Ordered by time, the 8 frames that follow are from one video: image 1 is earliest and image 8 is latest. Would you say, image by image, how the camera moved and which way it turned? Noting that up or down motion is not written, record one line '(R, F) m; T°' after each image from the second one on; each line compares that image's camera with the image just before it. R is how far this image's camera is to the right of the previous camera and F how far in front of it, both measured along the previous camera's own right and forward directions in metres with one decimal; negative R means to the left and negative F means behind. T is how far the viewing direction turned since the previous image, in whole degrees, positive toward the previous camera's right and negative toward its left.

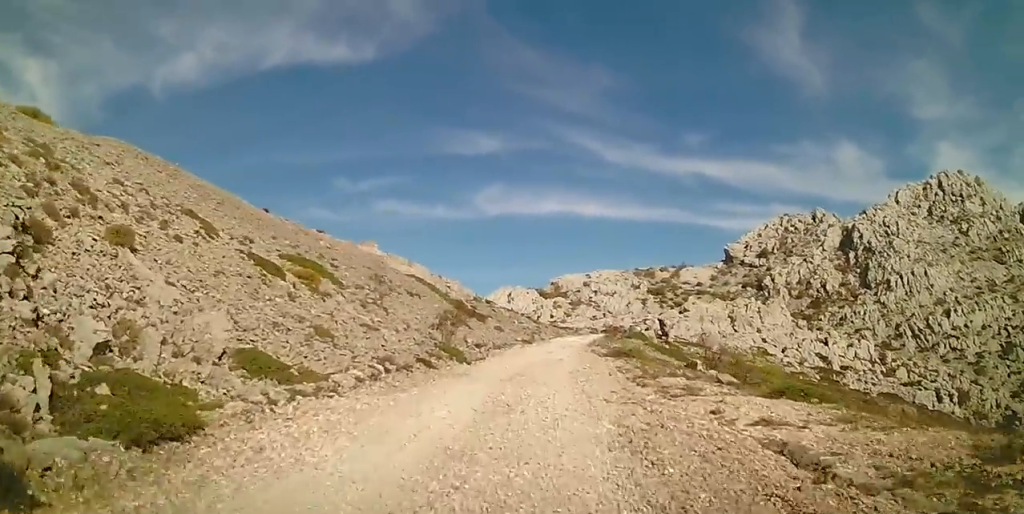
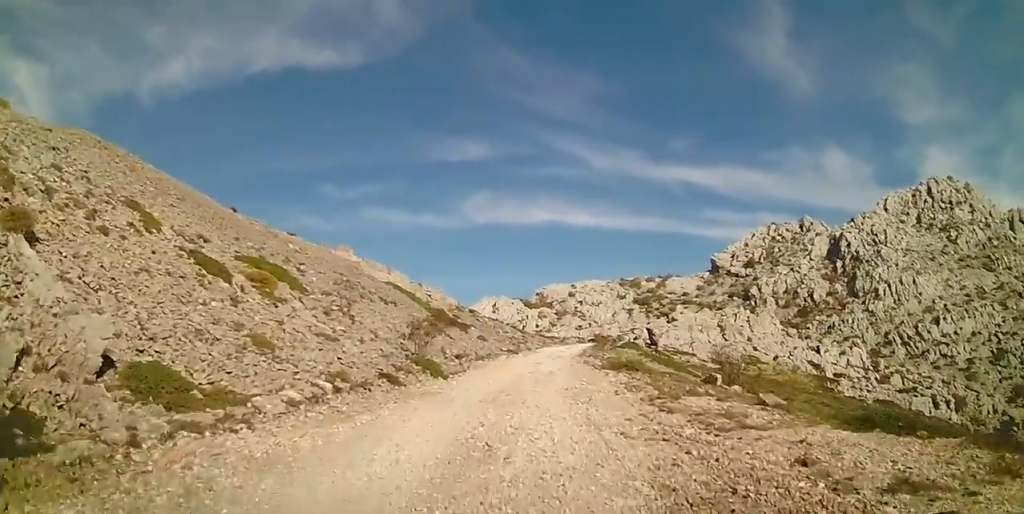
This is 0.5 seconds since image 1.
(-0.1, +2.7) m; +1°
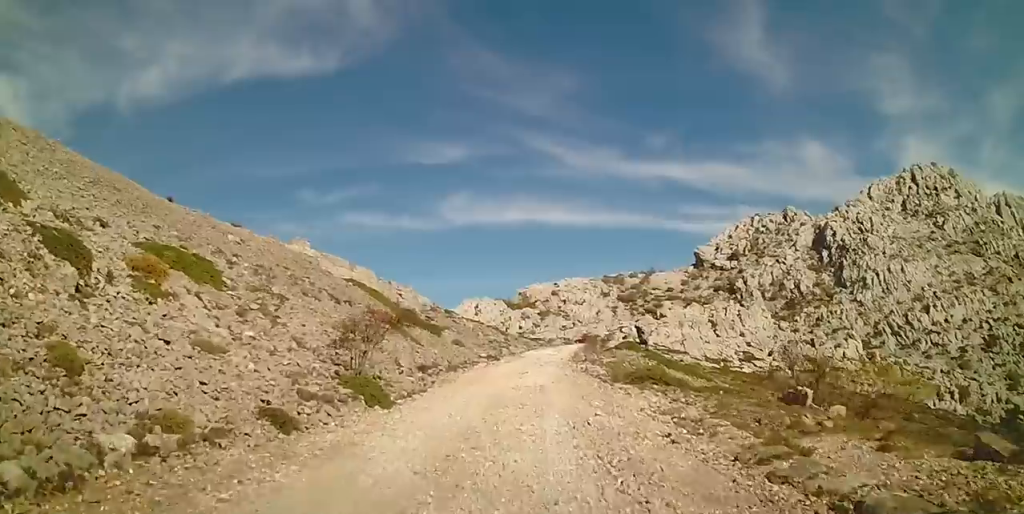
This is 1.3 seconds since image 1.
(+0.2, +5.4) m; +3°
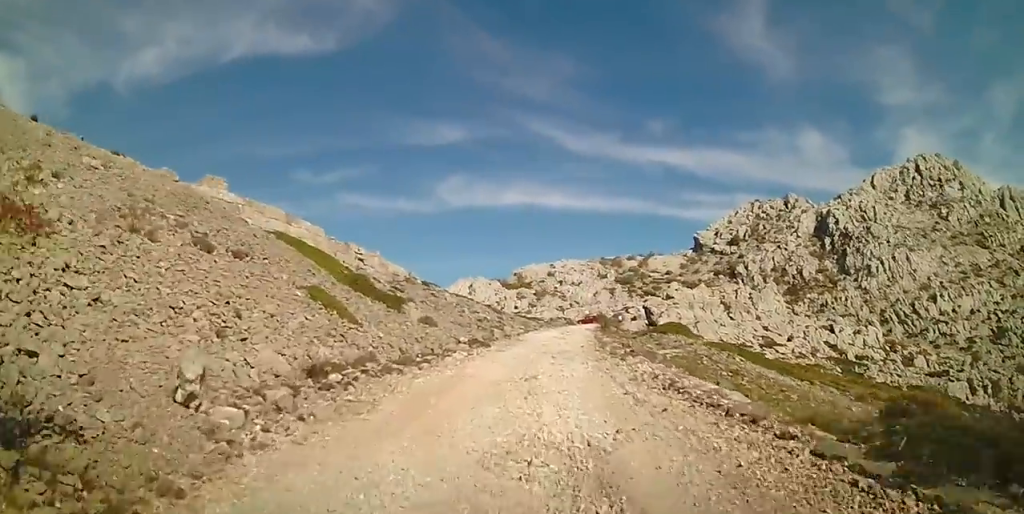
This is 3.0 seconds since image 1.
(-0.2, +10.6) m; -3°
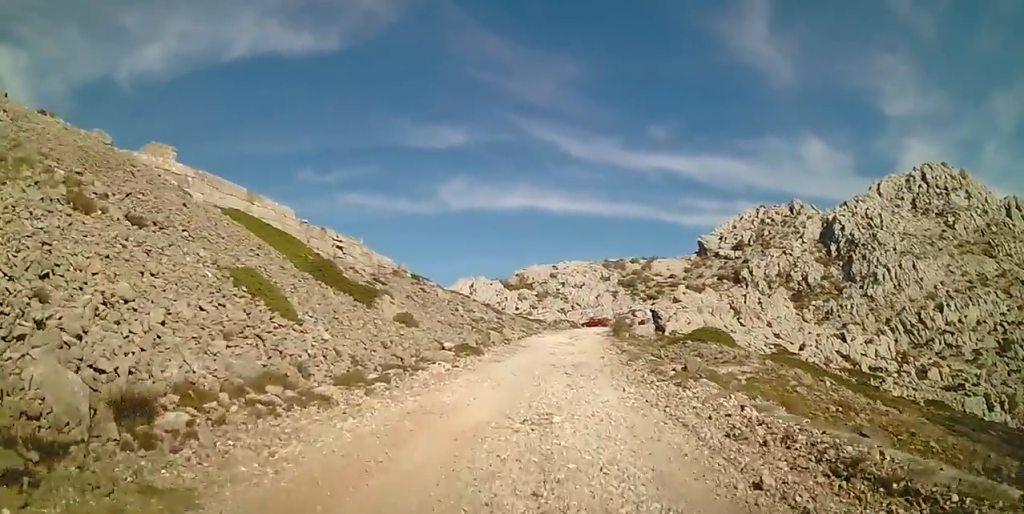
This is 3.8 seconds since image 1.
(-0.1, +4.7) m; +1°
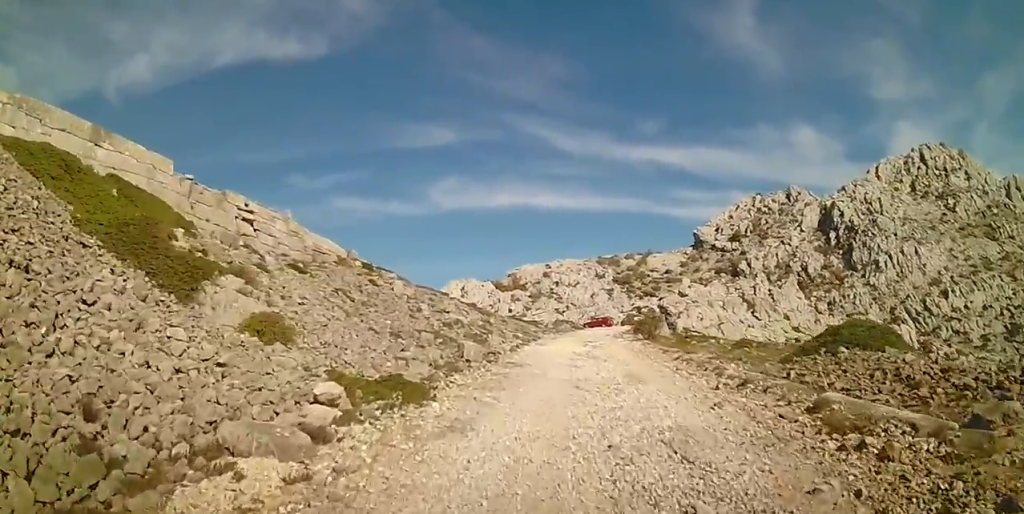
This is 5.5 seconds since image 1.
(+0.6, +9.9) m; 0°
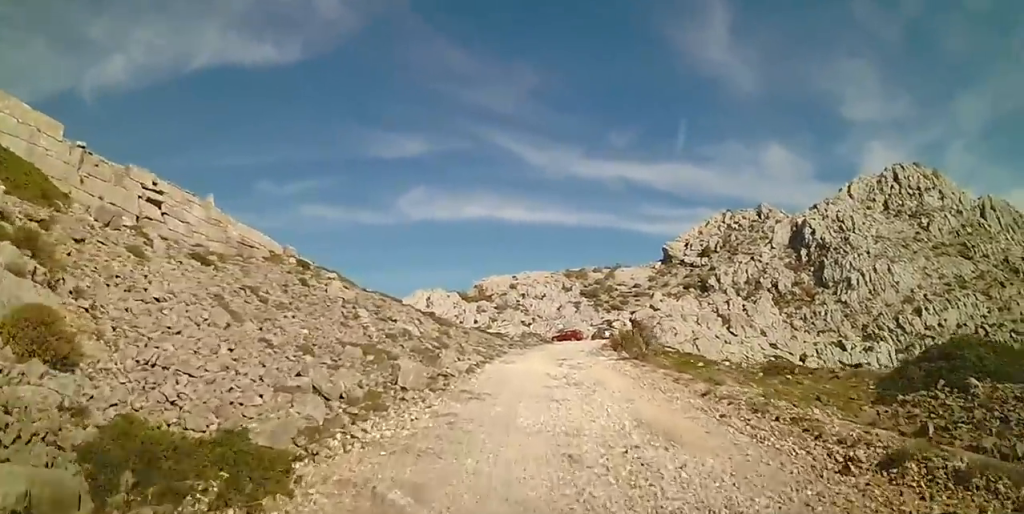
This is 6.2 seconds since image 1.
(-0.2, +4.1) m; +2°
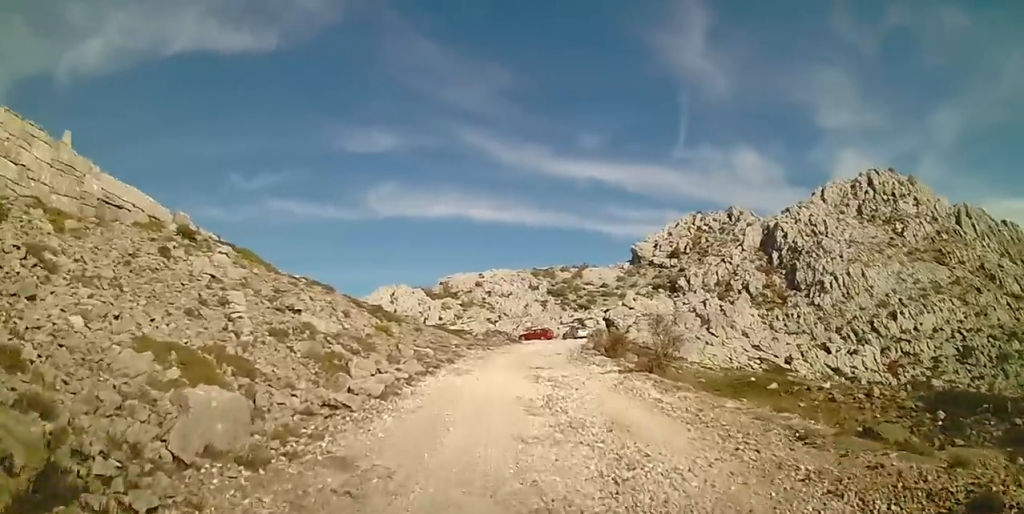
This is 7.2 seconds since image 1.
(+0.4, +6.2) m; +4°
